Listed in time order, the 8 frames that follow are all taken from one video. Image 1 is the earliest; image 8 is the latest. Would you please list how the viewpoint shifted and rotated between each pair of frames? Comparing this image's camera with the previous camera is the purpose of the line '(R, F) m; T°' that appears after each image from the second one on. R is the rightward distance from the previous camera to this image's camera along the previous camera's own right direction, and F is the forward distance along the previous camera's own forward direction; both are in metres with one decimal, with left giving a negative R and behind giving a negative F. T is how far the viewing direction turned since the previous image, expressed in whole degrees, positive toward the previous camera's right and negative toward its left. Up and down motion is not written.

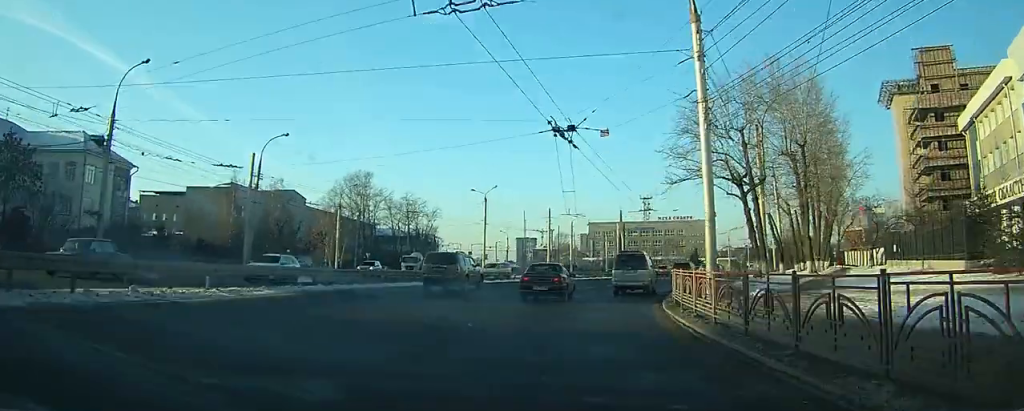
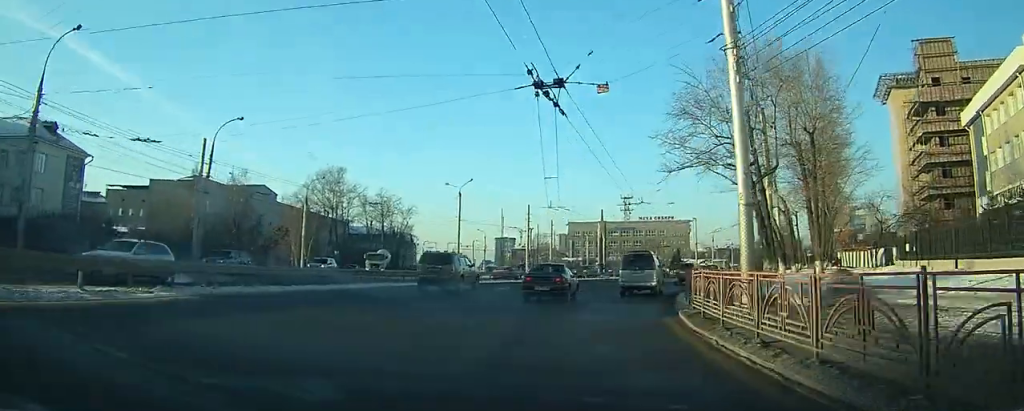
(-0.1, +4.7) m; +1°
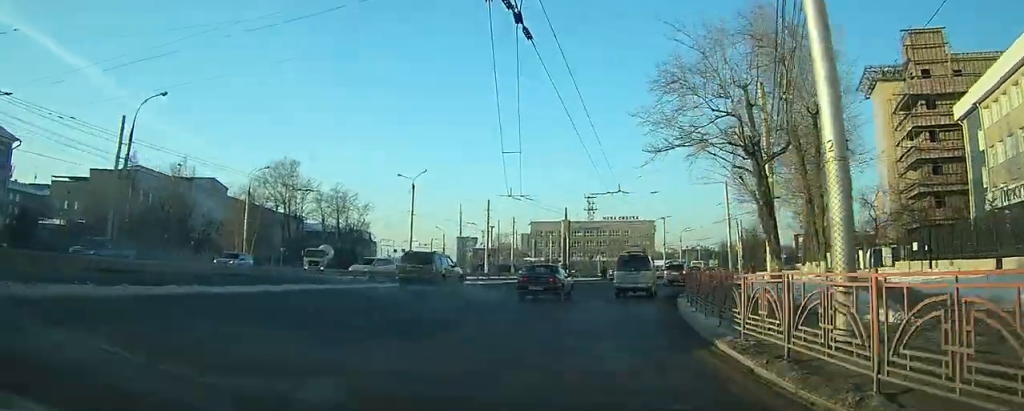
(0.0, +5.8) m; +2°
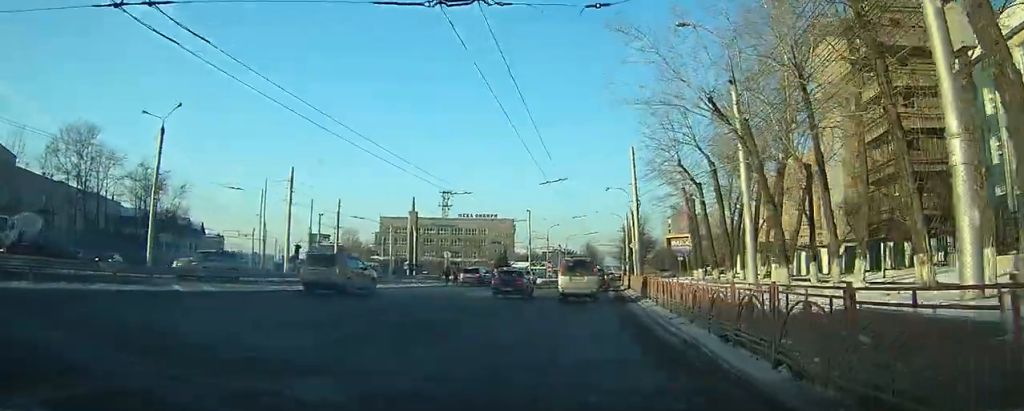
(+2.8, +22.4) m; +12°
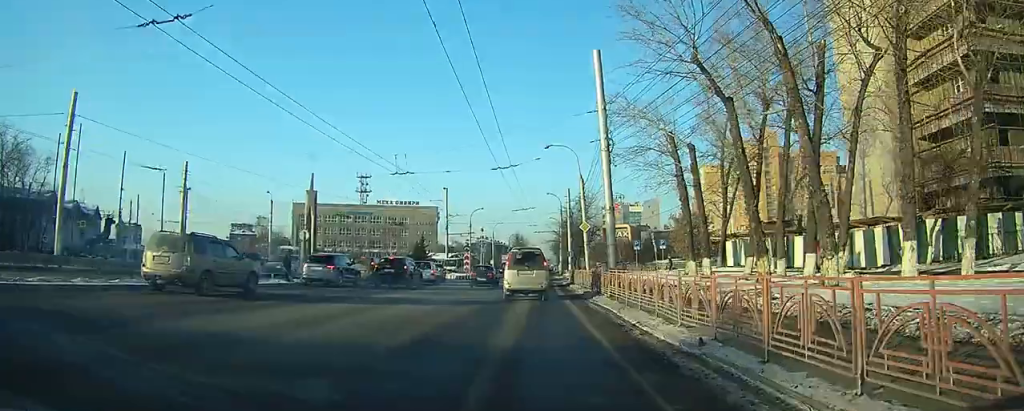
(+1.3, +19.3) m; +8°
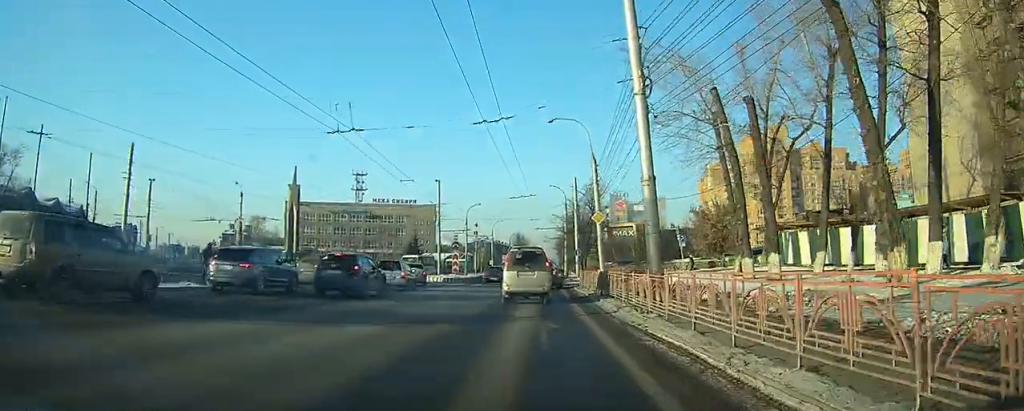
(+0.1, +8.1) m; +1°
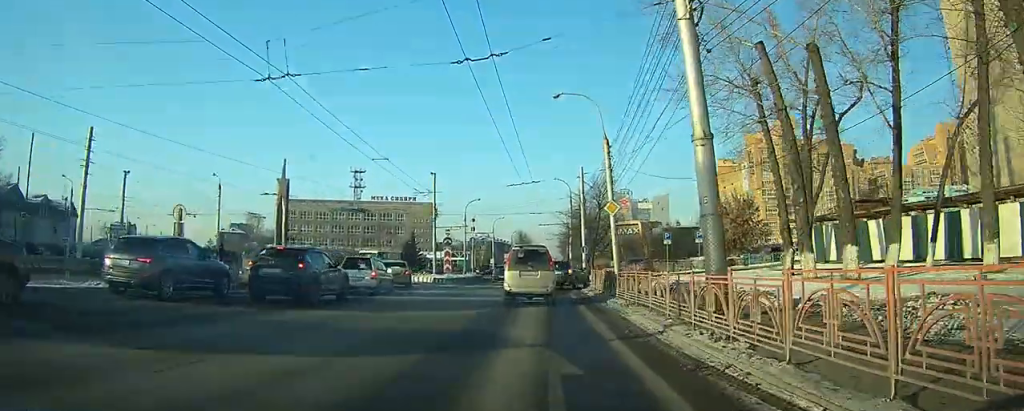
(0.0, +5.0) m; +1°
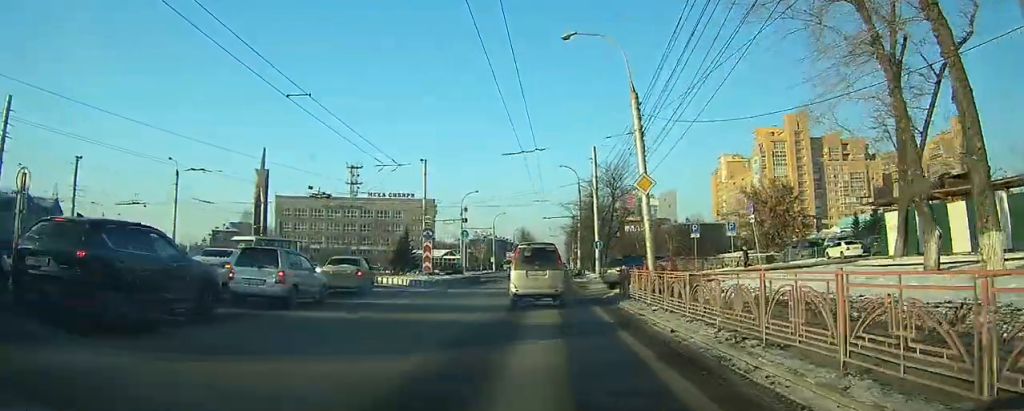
(+0.1, +8.0) m; +1°
